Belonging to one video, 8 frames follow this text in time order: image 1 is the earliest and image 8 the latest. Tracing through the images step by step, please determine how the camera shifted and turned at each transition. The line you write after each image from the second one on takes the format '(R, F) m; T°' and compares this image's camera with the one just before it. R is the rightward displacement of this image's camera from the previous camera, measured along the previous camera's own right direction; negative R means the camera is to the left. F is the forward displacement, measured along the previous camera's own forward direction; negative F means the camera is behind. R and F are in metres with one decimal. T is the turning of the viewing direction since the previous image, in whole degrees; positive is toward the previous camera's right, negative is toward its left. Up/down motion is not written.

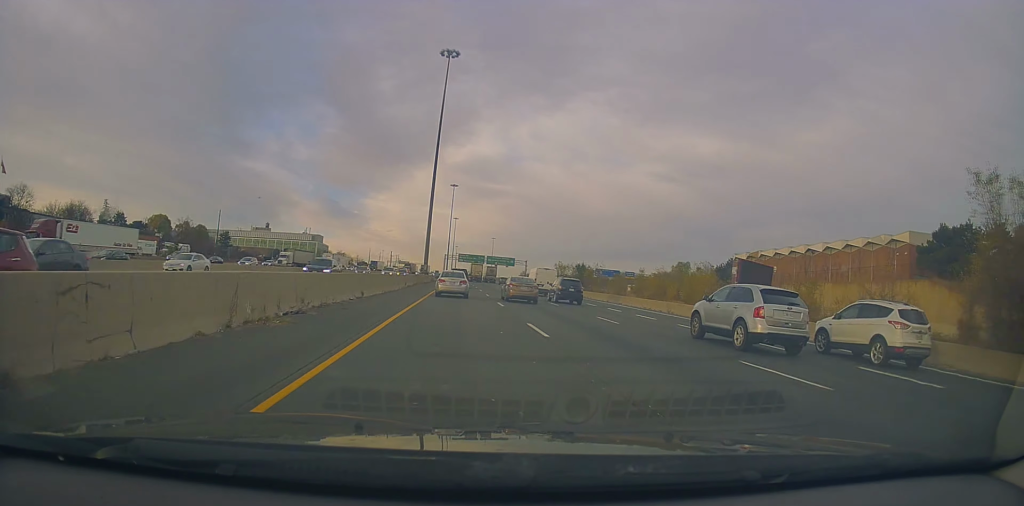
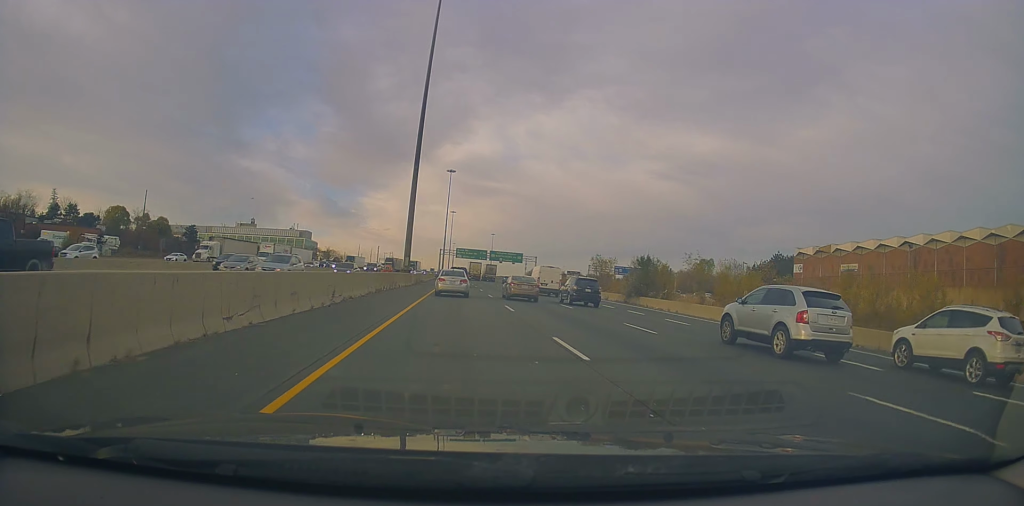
(0.0, +28.9) m; -1°
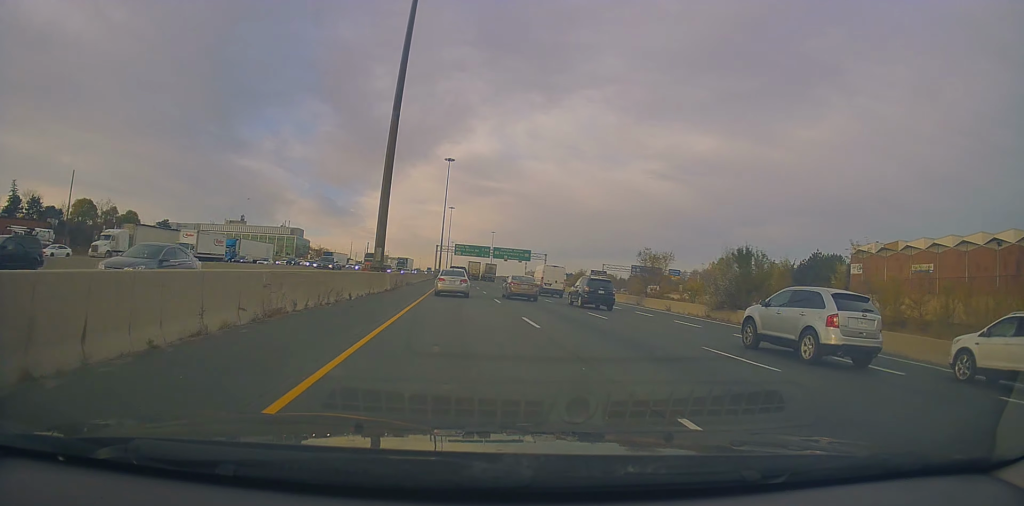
(-0.3, +18.9) m; 0°
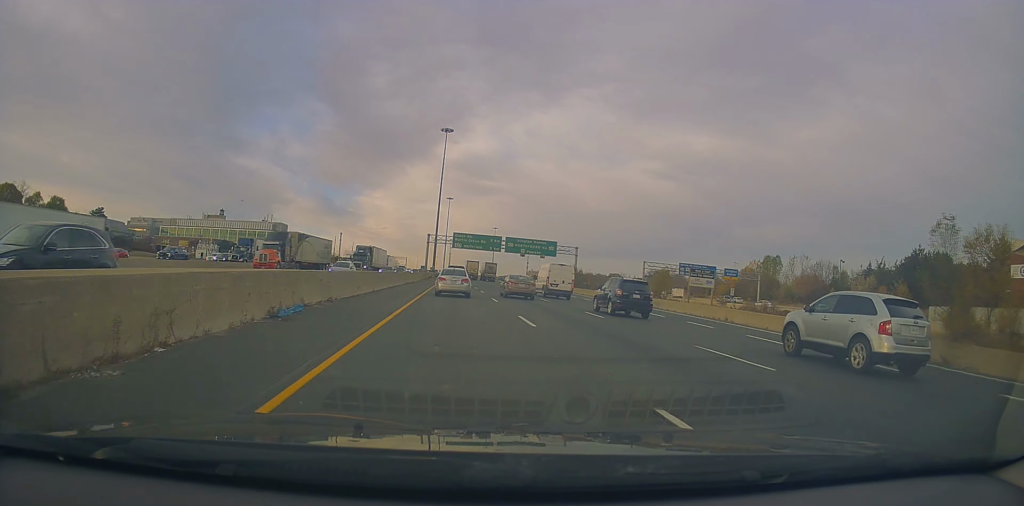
(+0.2, +36.6) m; 0°
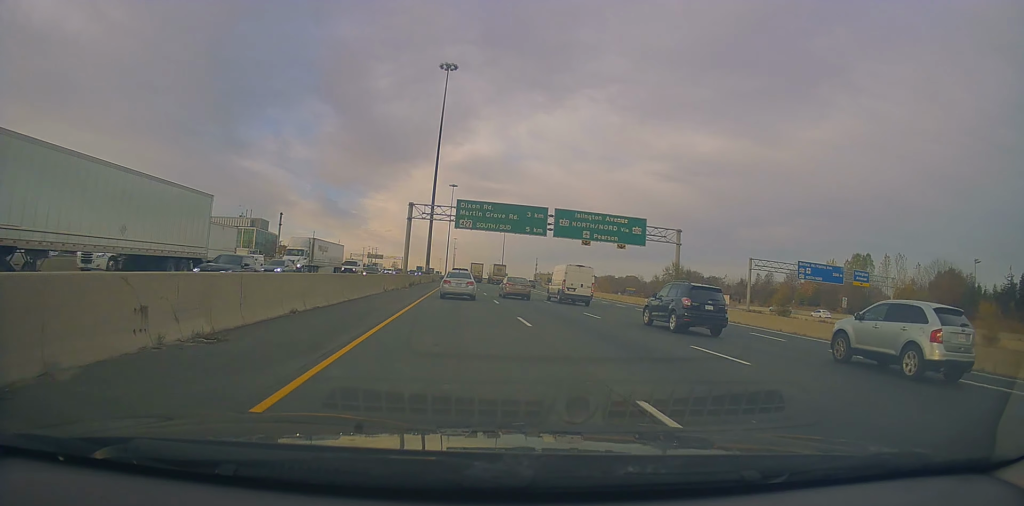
(-0.5, +46.2) m; +1°
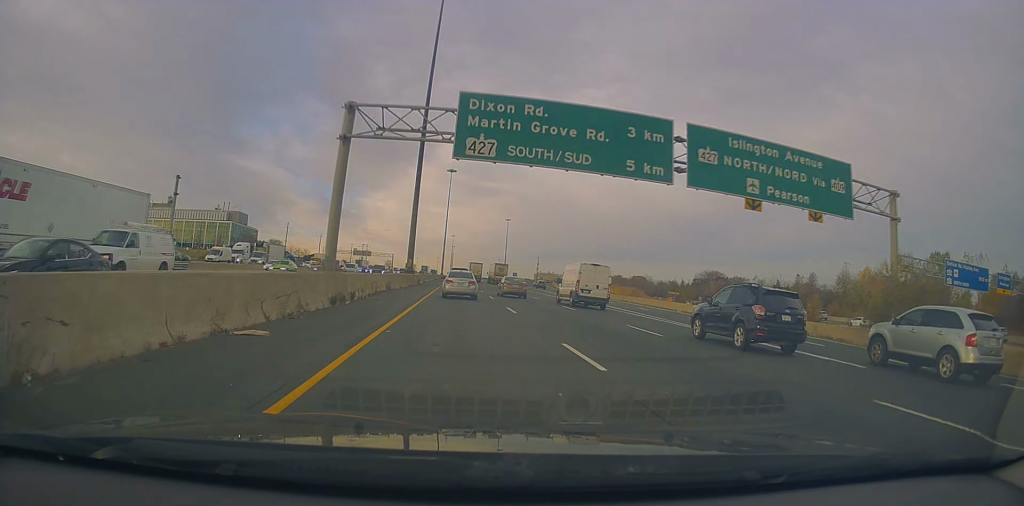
(+0.6, +31.7) m; +1°
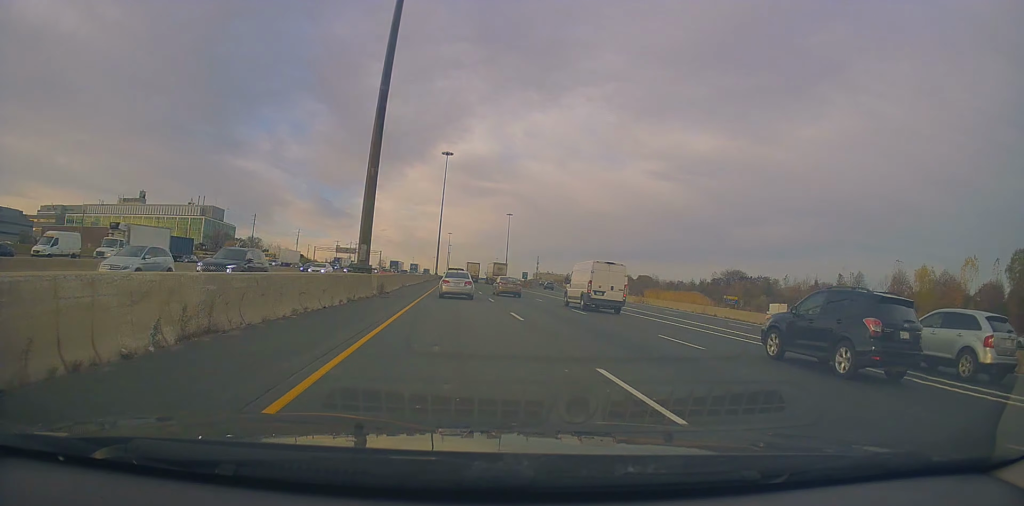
(-0.2, +26.9) m; -1°
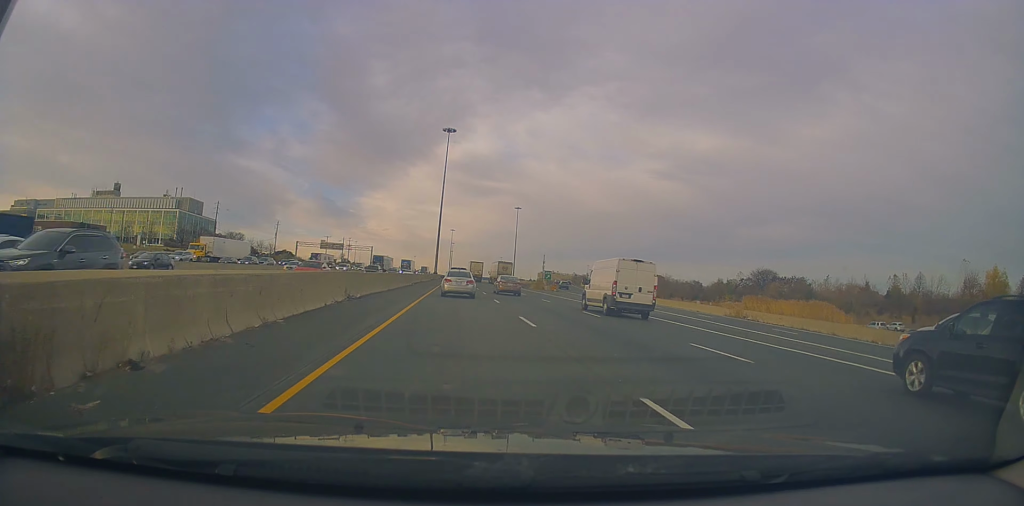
(-0.1, +27.3) m; 0°
